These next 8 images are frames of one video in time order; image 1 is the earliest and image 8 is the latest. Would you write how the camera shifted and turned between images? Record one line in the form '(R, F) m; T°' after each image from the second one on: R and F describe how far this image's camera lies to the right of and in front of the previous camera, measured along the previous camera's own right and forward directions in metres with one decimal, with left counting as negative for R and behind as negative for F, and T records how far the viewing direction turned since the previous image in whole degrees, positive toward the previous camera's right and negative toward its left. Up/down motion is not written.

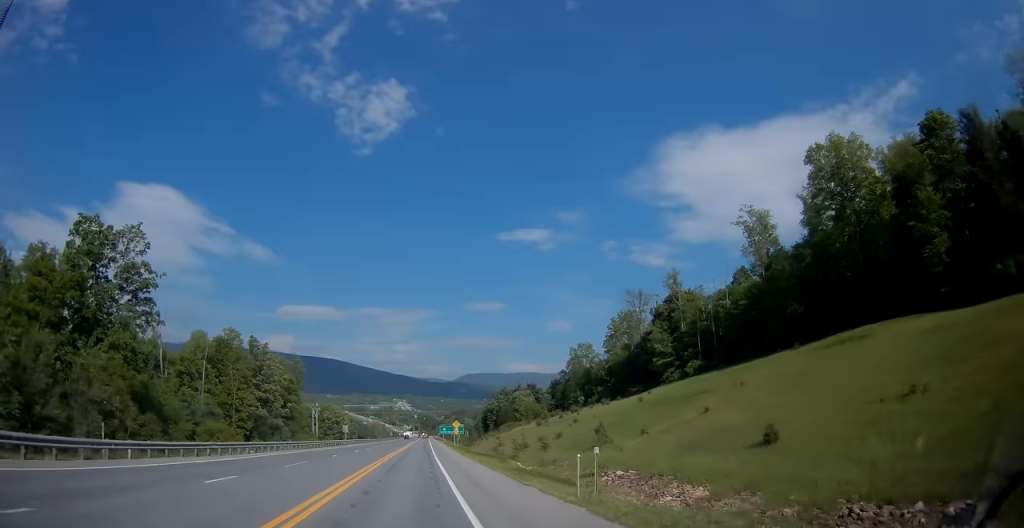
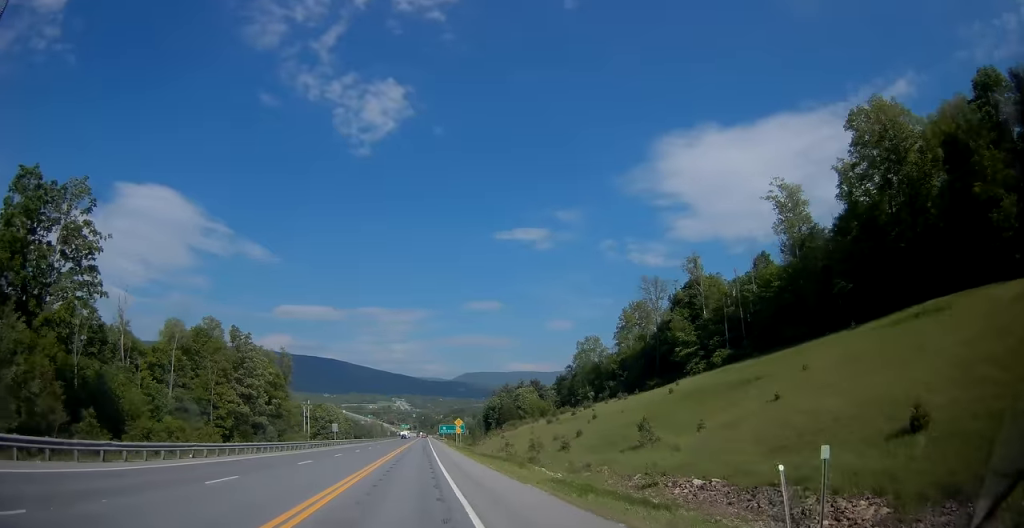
(+0.1, +11.7) m; 0°
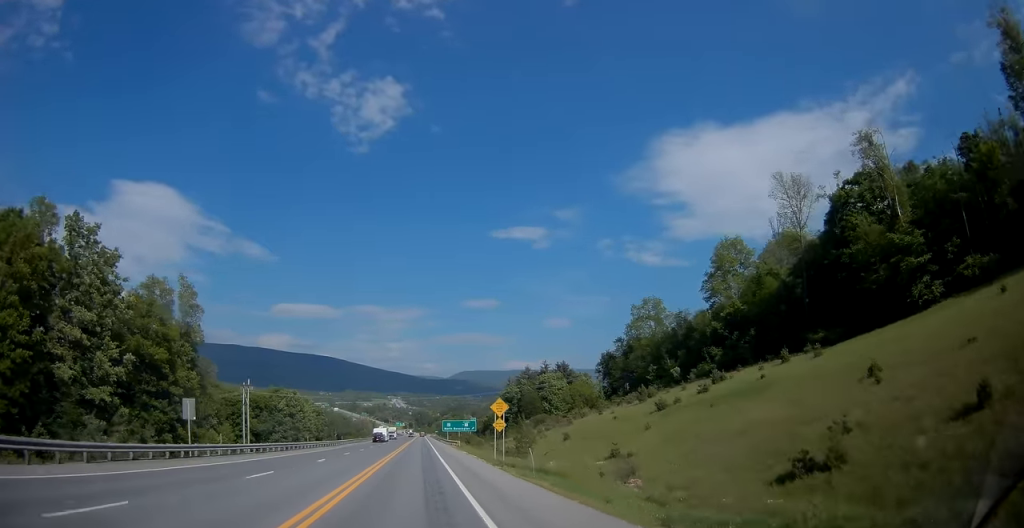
(+0.9, +57.2) m; +1°
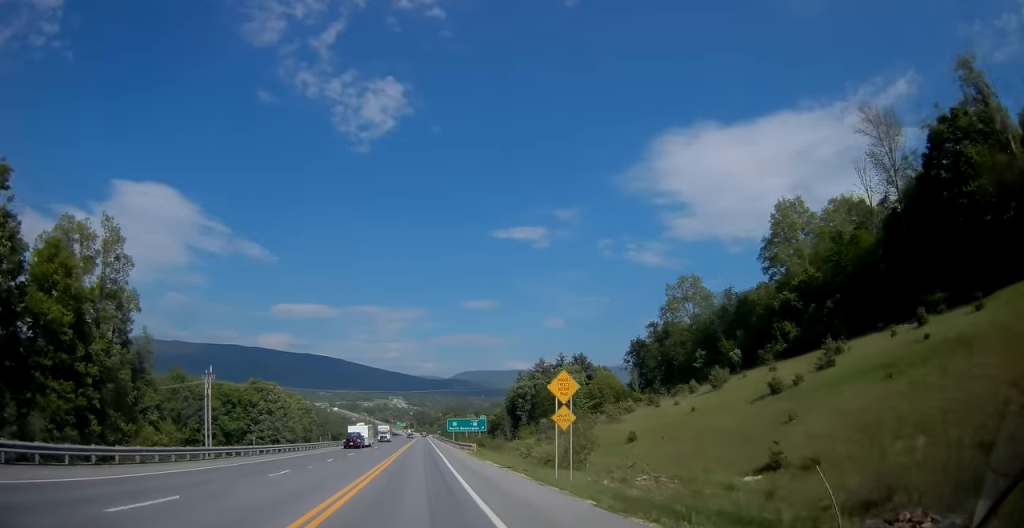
(-0.3, +22.1) m; -1°
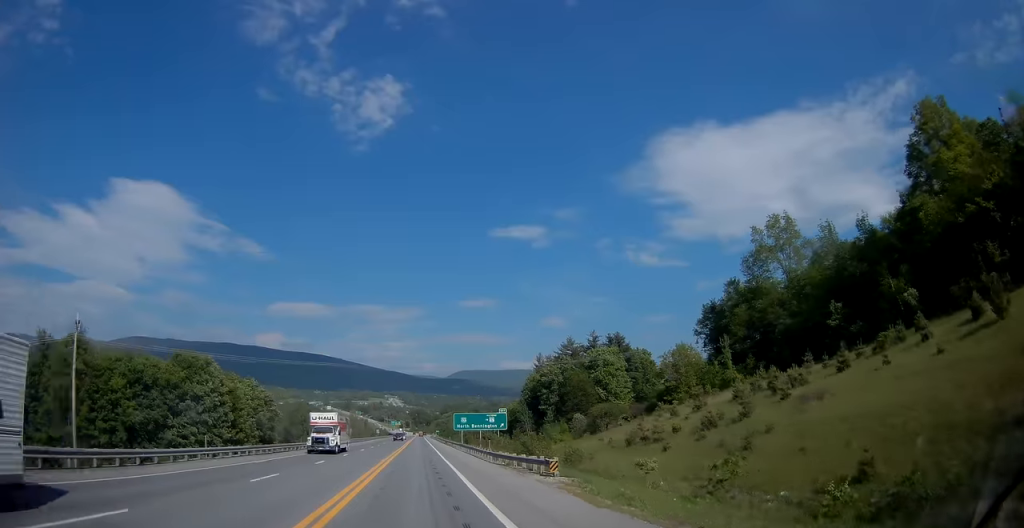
(-0.1, +39.3) m; 0°
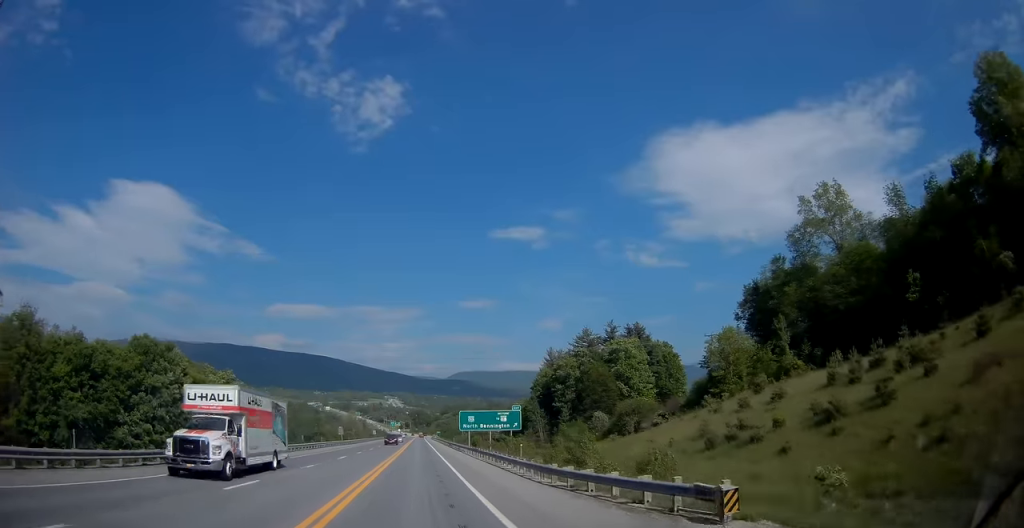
(0.0, +14.6) m; 0°
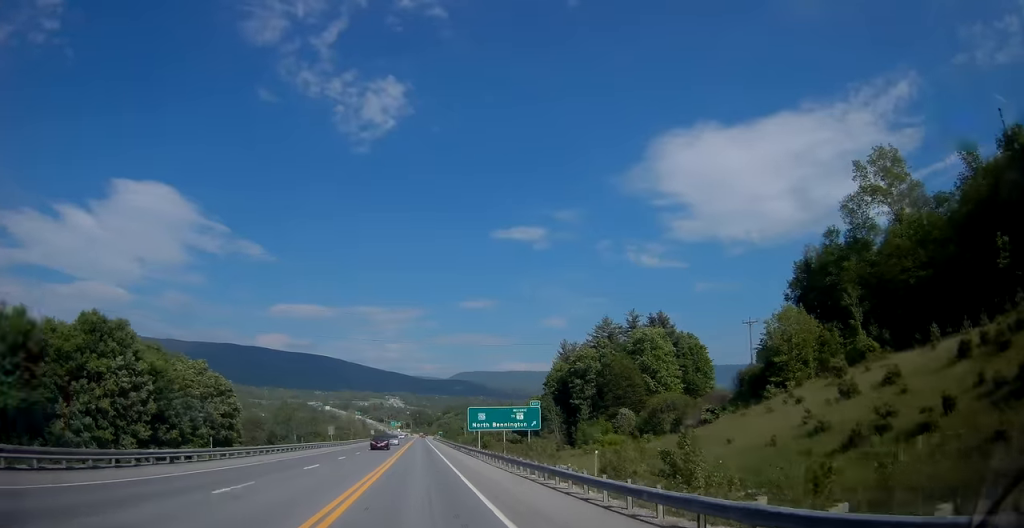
(+0.3, +13.8) m; 0°
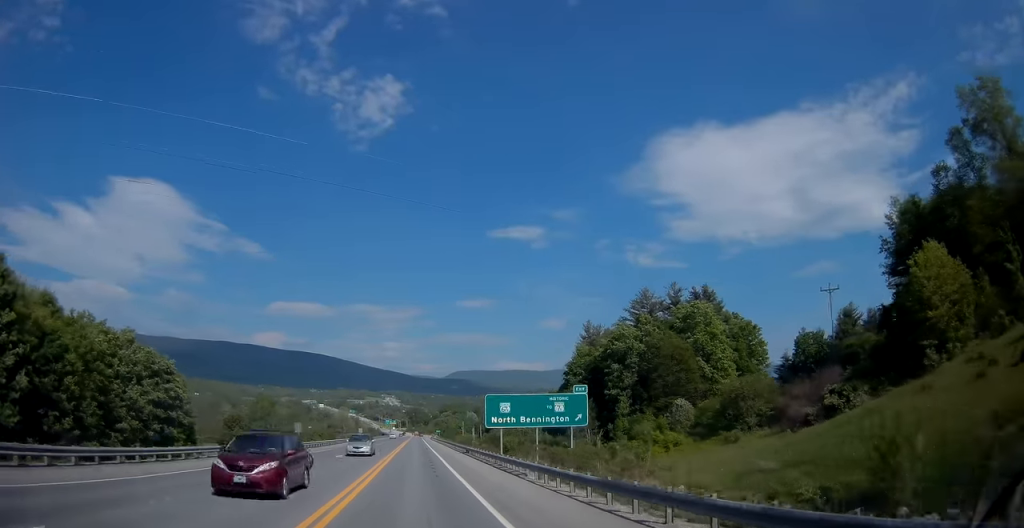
(-0.2, +23.5) m; 0°
